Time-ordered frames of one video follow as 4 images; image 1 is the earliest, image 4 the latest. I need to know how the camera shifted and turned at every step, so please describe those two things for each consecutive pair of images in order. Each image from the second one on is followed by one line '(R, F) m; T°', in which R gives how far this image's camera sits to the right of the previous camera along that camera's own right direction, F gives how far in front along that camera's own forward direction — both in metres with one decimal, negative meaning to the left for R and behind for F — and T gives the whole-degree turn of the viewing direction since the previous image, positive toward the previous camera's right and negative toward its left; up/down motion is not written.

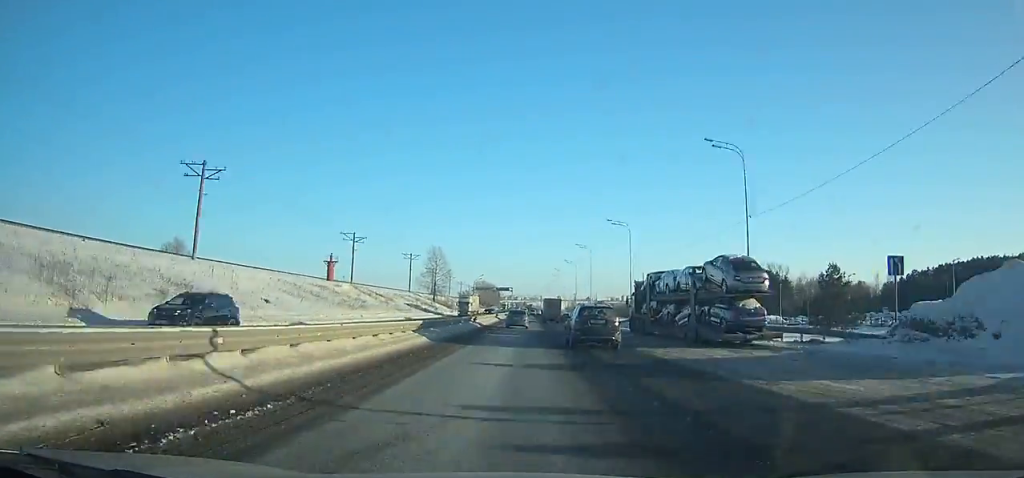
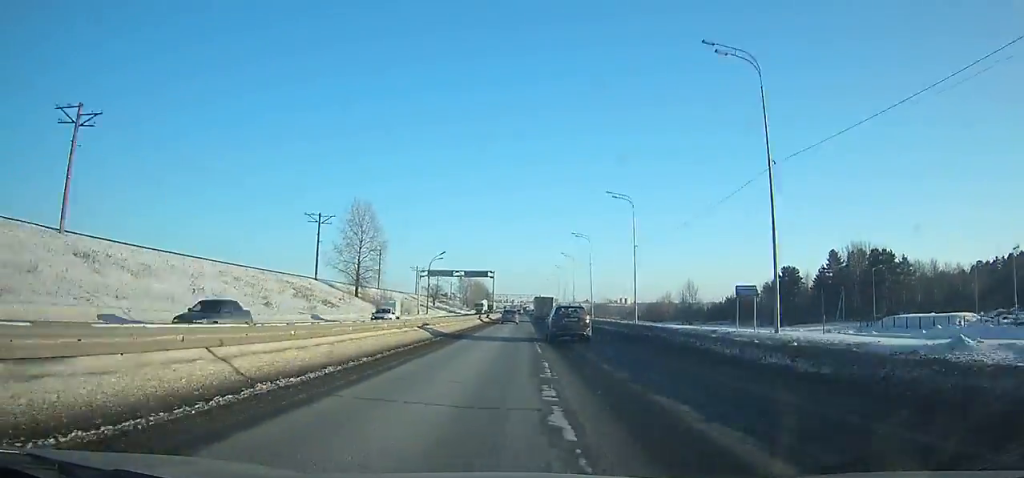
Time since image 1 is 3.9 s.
(+0.3, +73.5) m; 0°
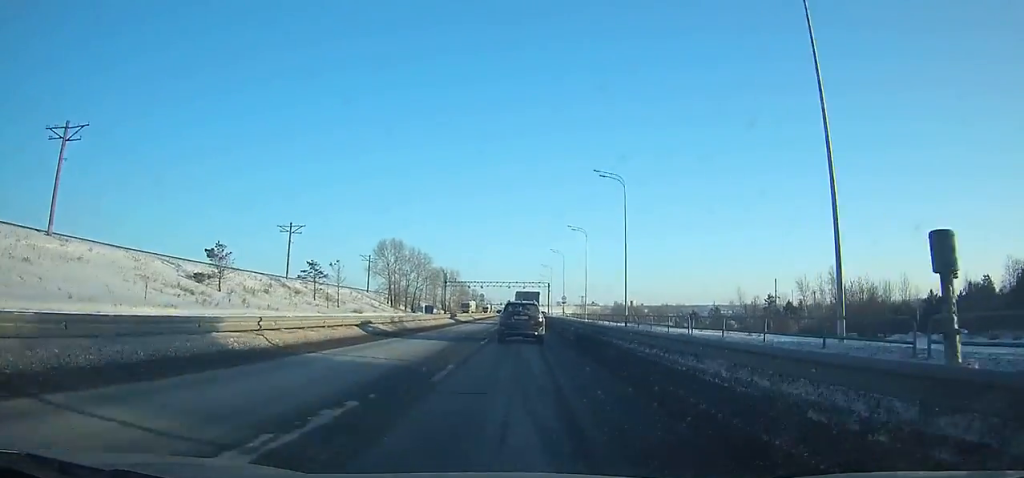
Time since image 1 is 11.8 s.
(-0.4, +155.4) m; -1°
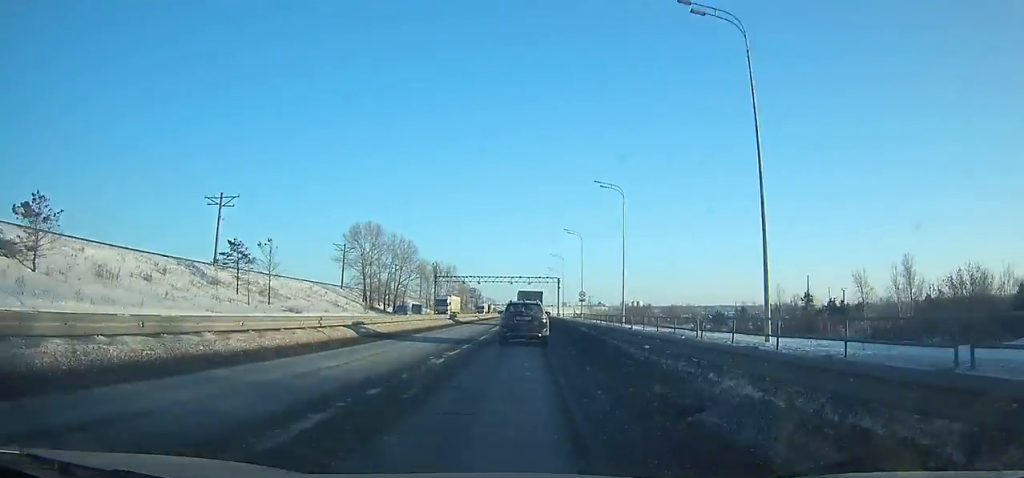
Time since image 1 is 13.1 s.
(-0.1, +25.4) m; 0°
